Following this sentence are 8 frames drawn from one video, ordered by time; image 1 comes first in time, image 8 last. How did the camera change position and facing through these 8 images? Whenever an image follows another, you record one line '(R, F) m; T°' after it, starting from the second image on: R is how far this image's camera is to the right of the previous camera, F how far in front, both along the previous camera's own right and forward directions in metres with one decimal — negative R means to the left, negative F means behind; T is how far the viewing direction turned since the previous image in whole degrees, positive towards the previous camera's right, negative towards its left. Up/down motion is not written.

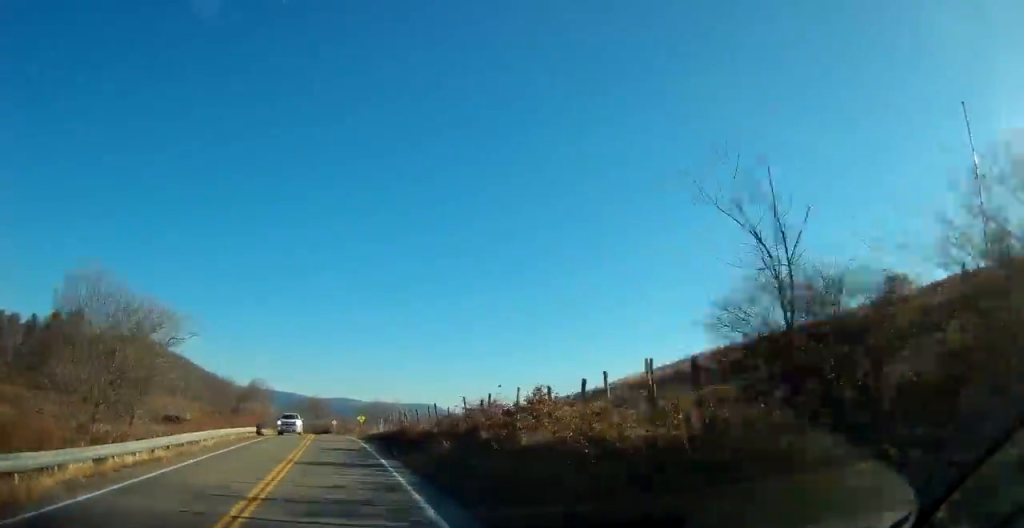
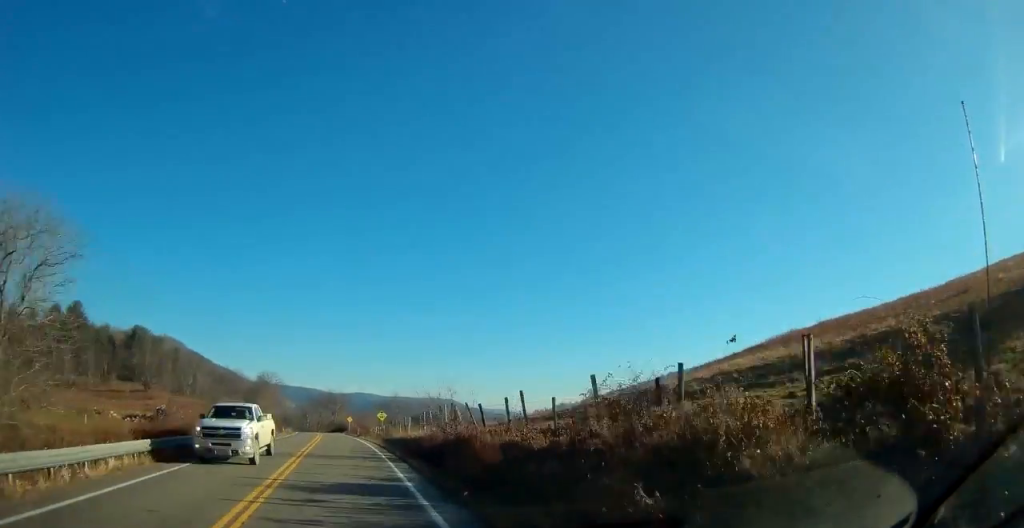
(-0.1, +13.4) m; -1°
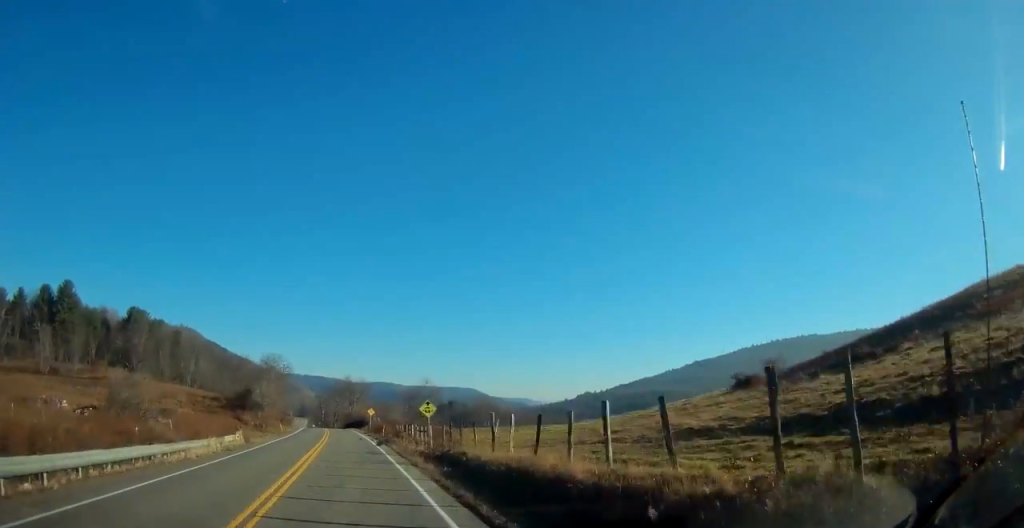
(-0.2, +24.2) m; -1°
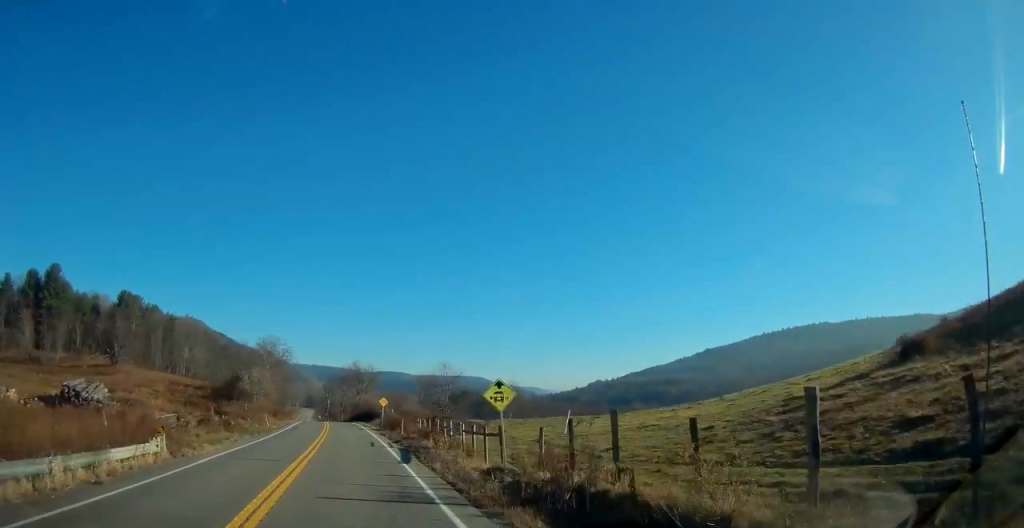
(+0.1, +15.1) m; -1°
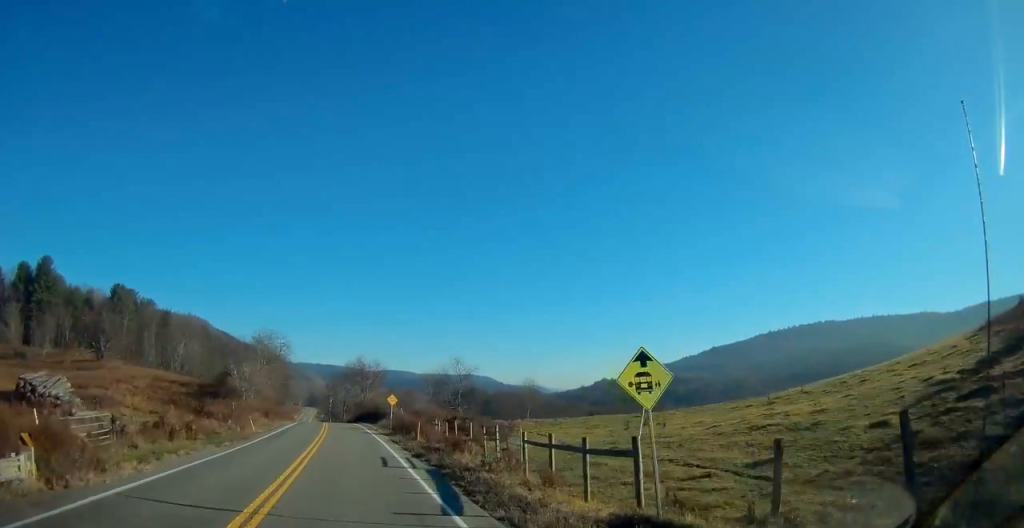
(-0.2, +9.2) m; -1°
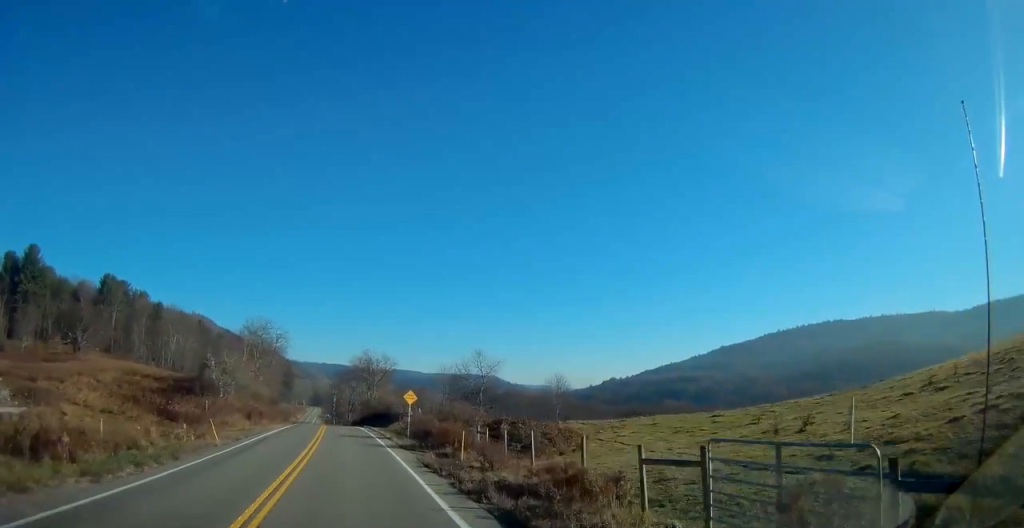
(-0.1, +12.6) m; -1°
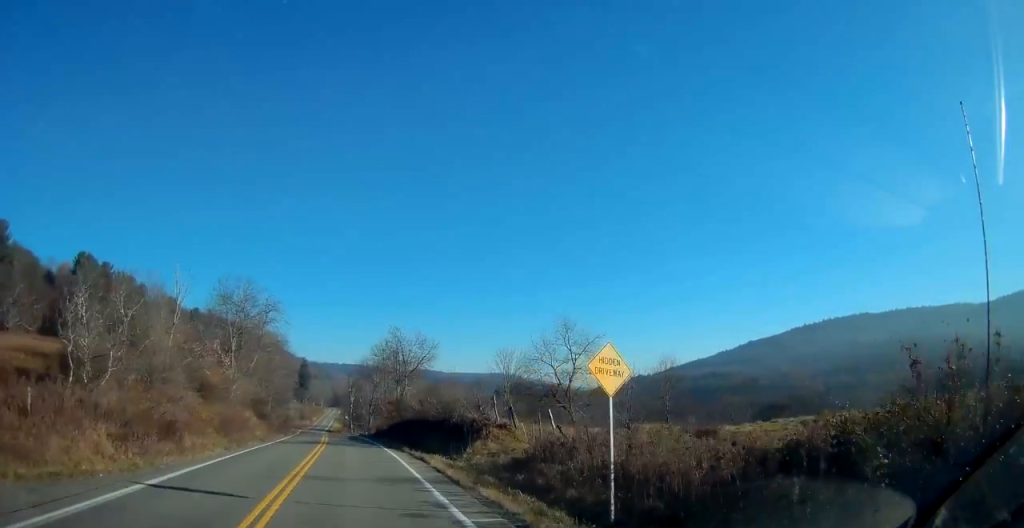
(-0.3, +28.9) m; -1°
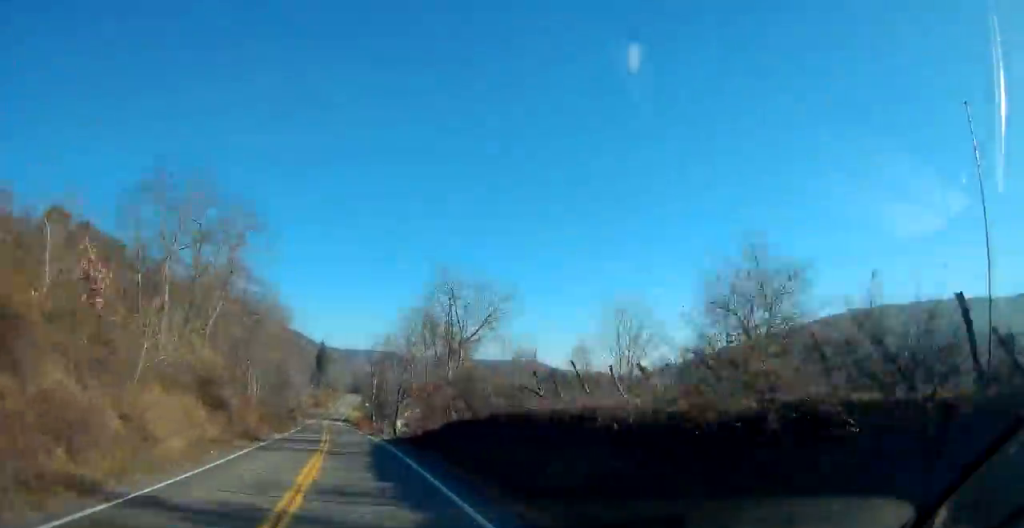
(-0.5, +27.0) m; -2°
